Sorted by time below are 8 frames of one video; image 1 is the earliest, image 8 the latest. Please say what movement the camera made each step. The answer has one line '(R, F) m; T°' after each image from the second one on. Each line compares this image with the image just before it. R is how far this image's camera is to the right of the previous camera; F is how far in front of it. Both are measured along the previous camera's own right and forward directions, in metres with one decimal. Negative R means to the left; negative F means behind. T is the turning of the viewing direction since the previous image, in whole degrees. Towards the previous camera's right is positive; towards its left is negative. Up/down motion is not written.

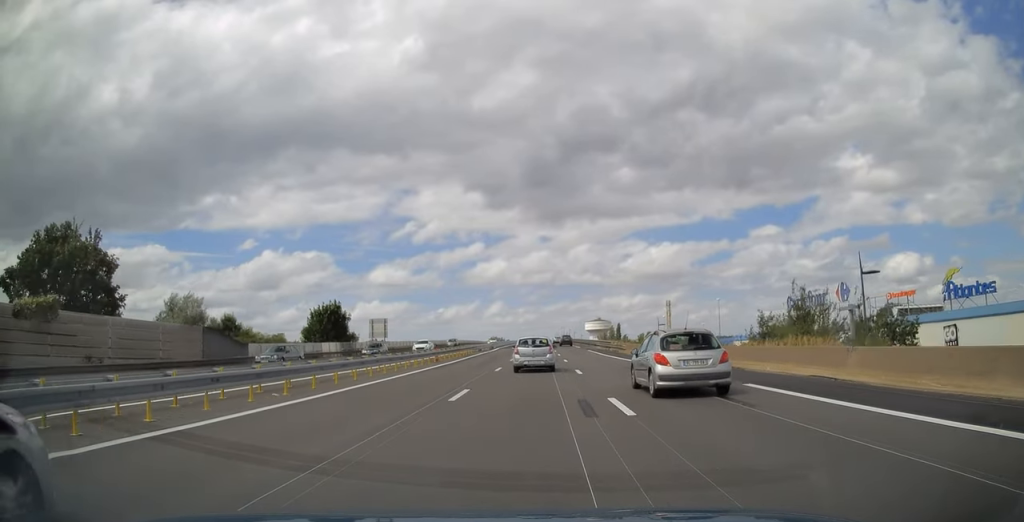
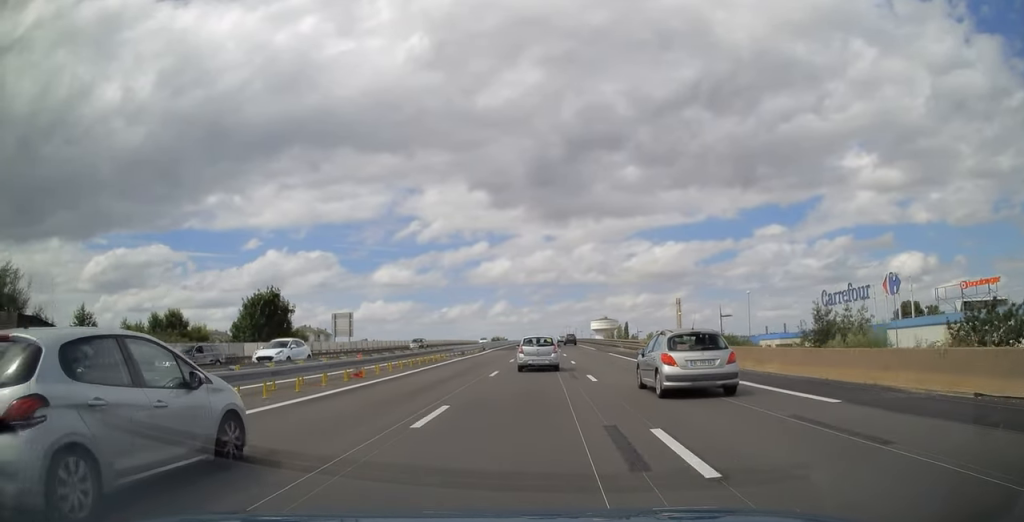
(0.0, +17.5) m; 0°
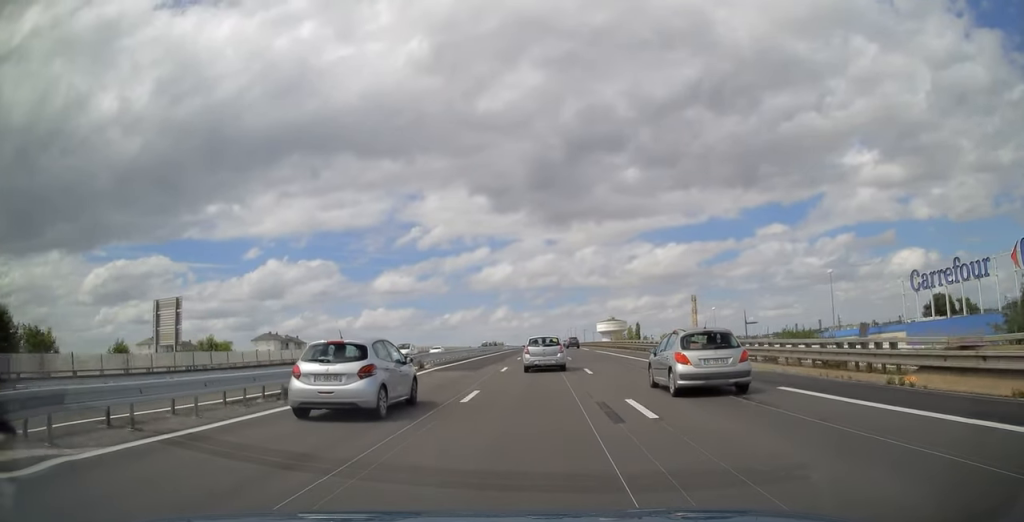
(0.0, +35.3) m; 0°
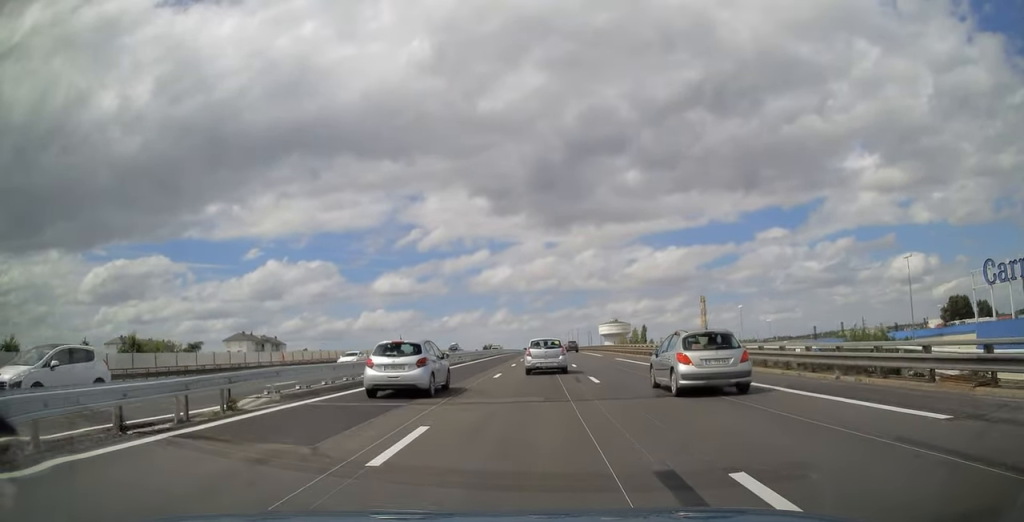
(0.0, +20.1) m; 0°
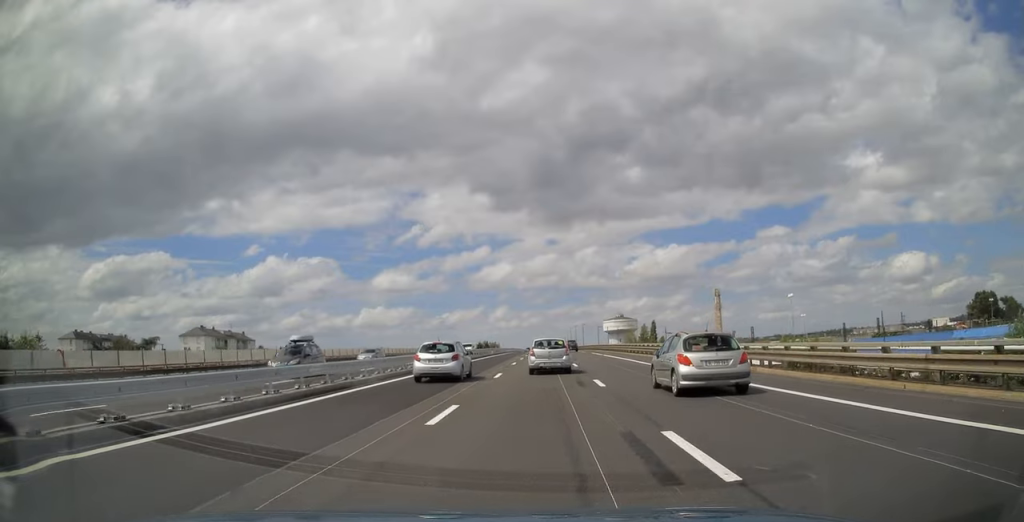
(+0.1, +26.3) m; 0°
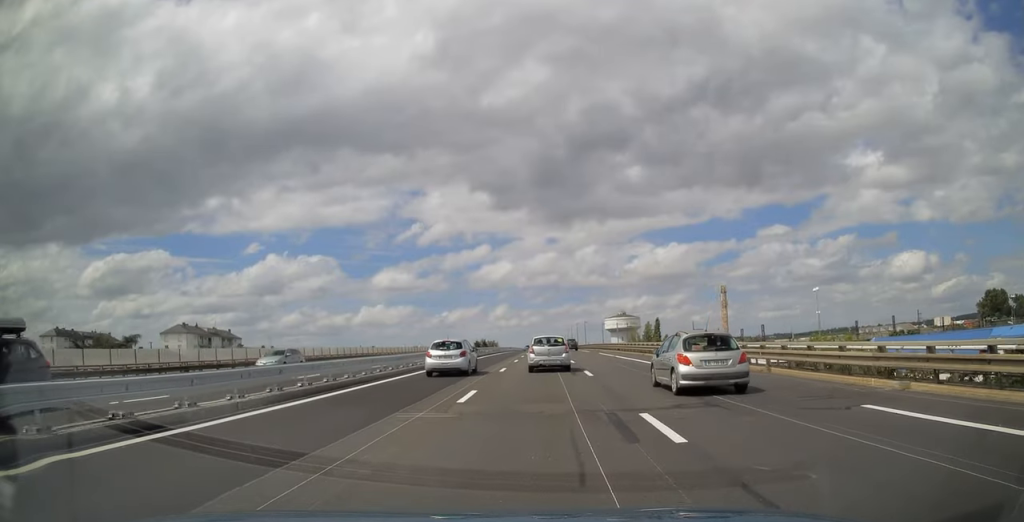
(0.0, +9.8) m; 0°
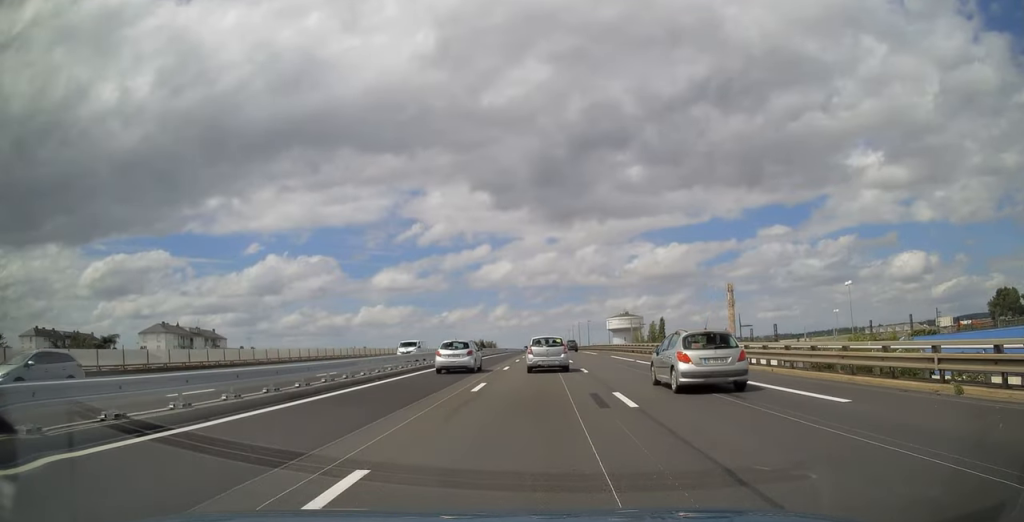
(0.0, +10.3) m; 0°
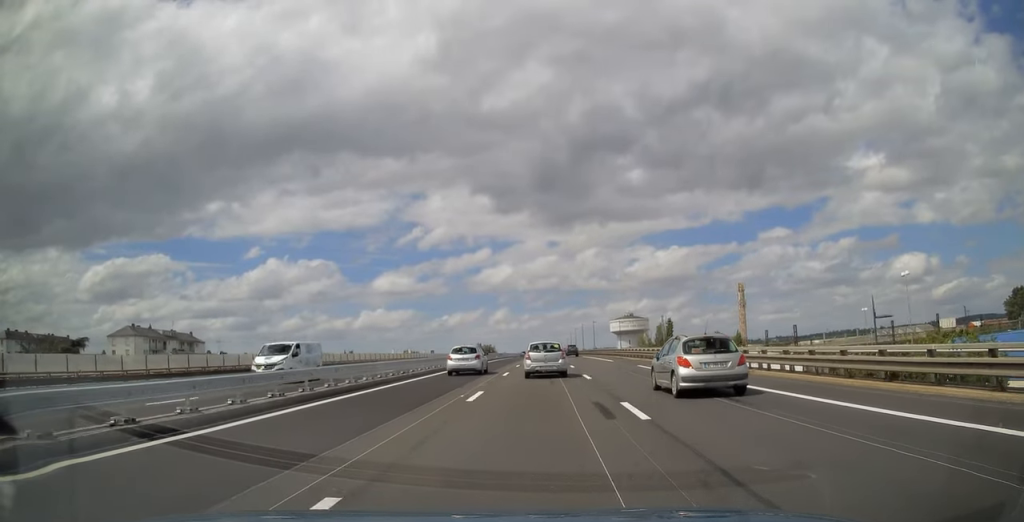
(0.0, +13.8) m; 0°
